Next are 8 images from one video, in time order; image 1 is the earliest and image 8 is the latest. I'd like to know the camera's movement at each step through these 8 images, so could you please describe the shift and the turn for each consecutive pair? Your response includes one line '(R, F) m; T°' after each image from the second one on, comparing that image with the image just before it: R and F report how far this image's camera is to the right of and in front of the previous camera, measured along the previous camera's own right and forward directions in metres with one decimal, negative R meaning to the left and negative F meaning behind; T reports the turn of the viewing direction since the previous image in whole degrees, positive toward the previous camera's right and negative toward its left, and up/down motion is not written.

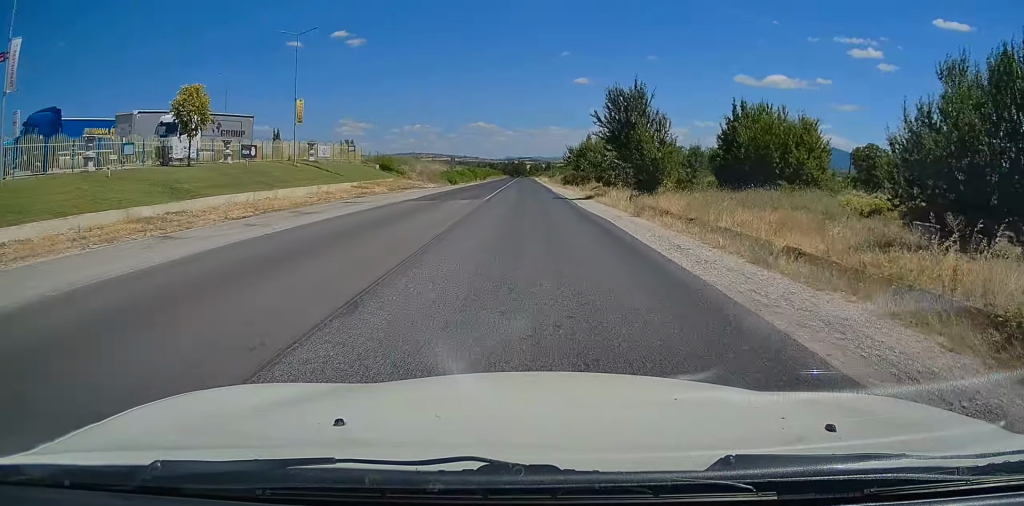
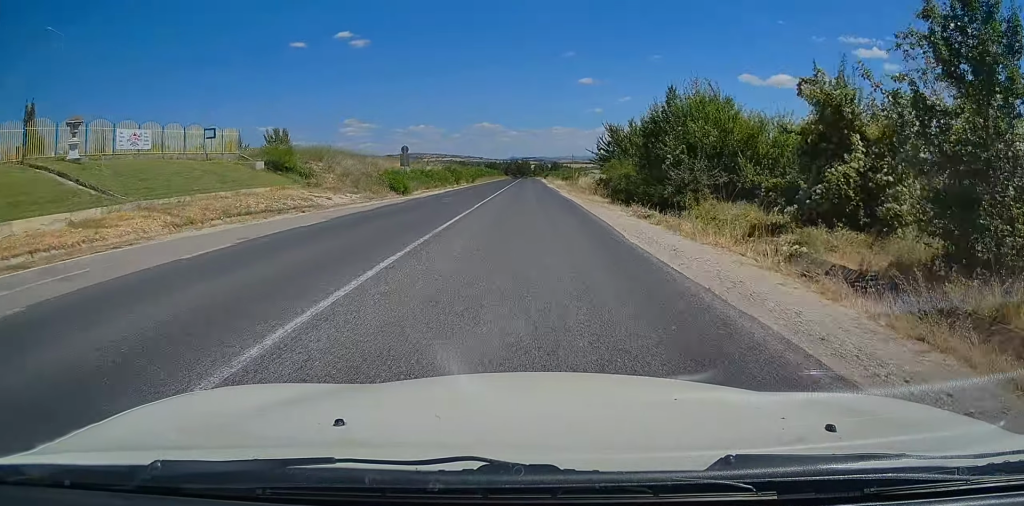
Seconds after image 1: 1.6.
(+0.2, +34.0) m; 0°
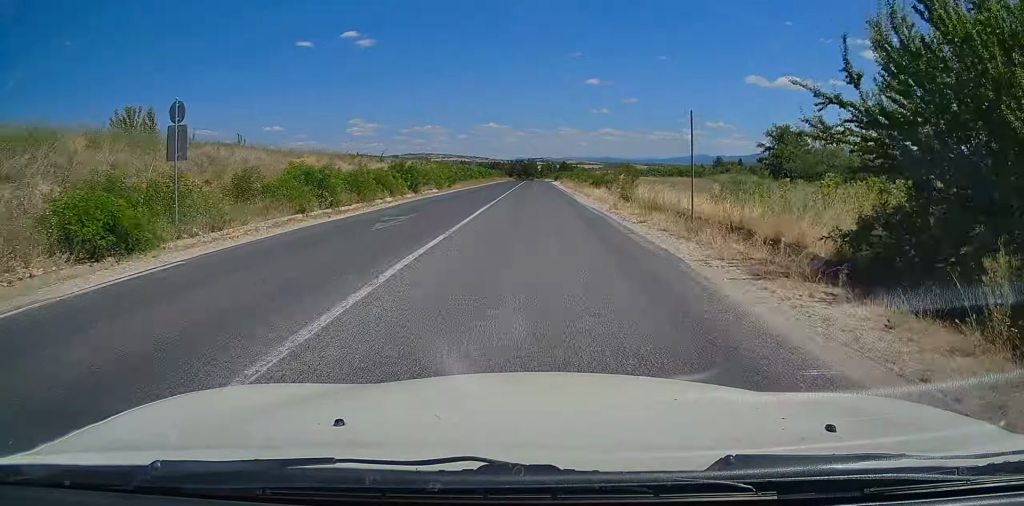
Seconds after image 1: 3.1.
(+0.2, +32.7) m; 0°
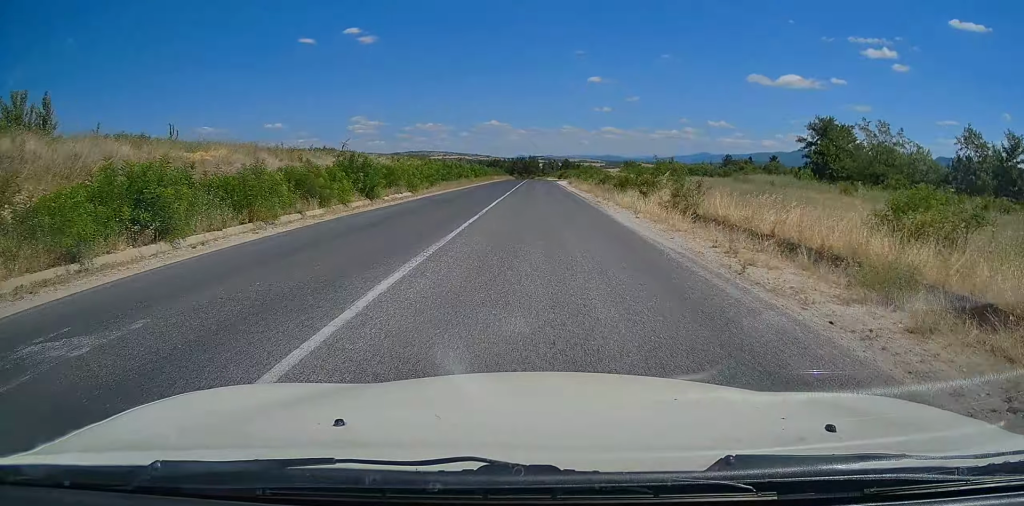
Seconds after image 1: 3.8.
(-0.3, +13.6) m; -1°
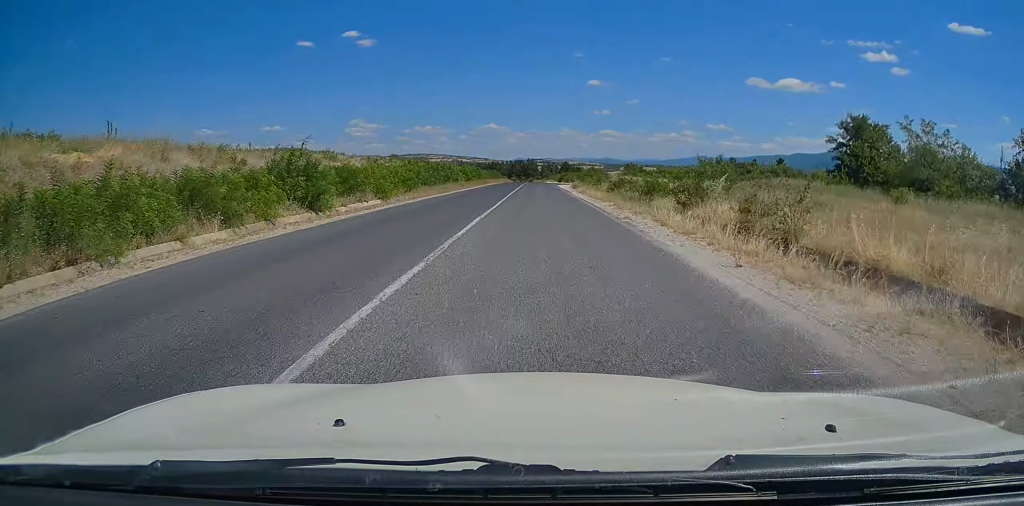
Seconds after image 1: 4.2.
(-0.1, +8.6) m; 0°
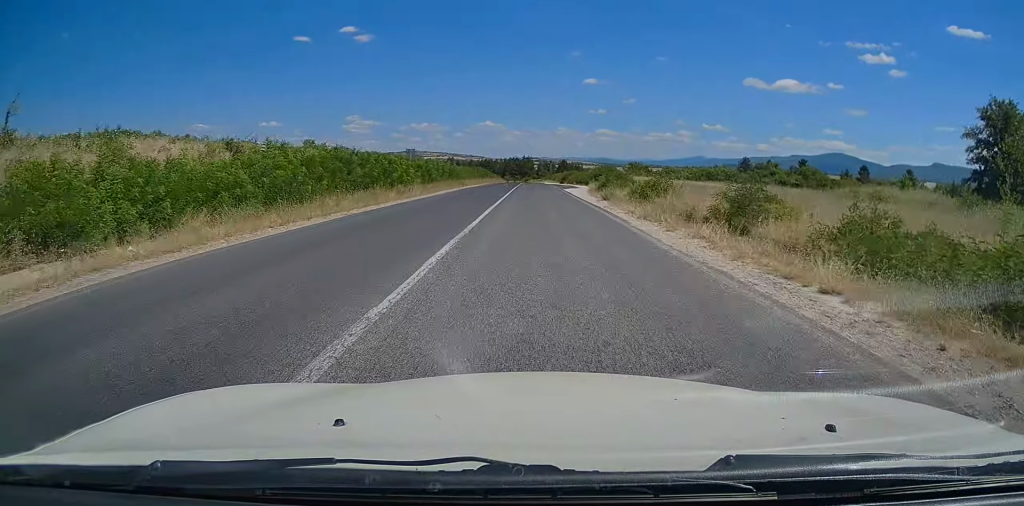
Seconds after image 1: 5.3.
(+0.1, +25.1) m; 0°
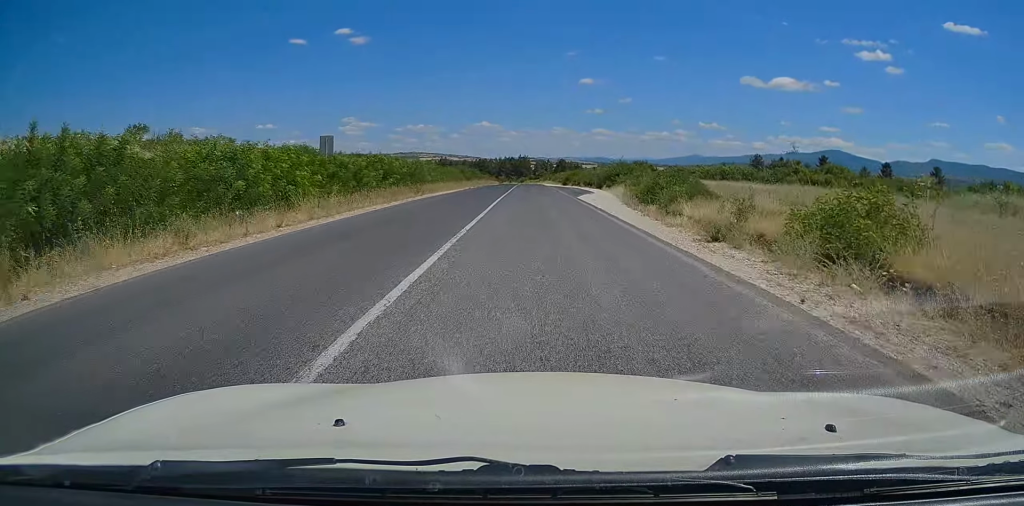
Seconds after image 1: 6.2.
(-0.1, +19.3) m; 0°
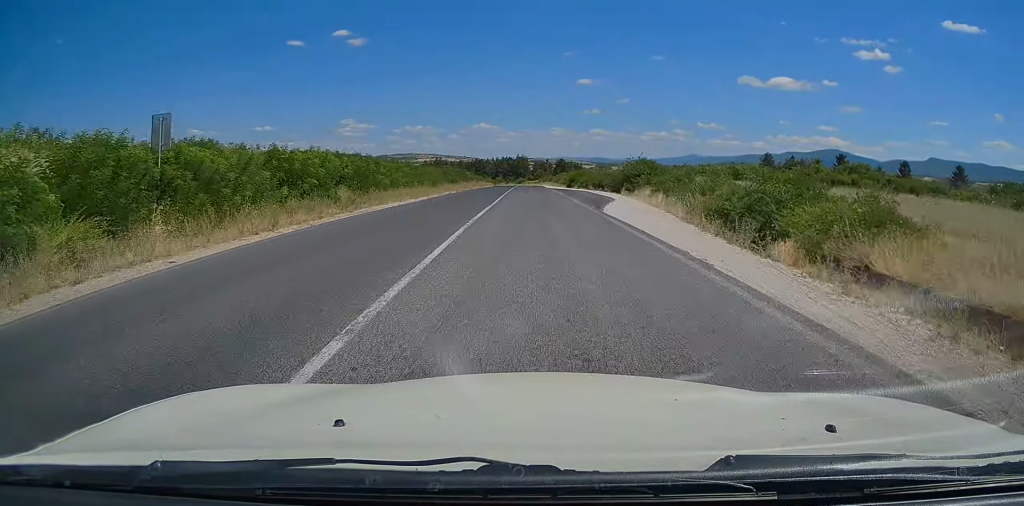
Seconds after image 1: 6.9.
(0.0, +13.6) m; +1°
